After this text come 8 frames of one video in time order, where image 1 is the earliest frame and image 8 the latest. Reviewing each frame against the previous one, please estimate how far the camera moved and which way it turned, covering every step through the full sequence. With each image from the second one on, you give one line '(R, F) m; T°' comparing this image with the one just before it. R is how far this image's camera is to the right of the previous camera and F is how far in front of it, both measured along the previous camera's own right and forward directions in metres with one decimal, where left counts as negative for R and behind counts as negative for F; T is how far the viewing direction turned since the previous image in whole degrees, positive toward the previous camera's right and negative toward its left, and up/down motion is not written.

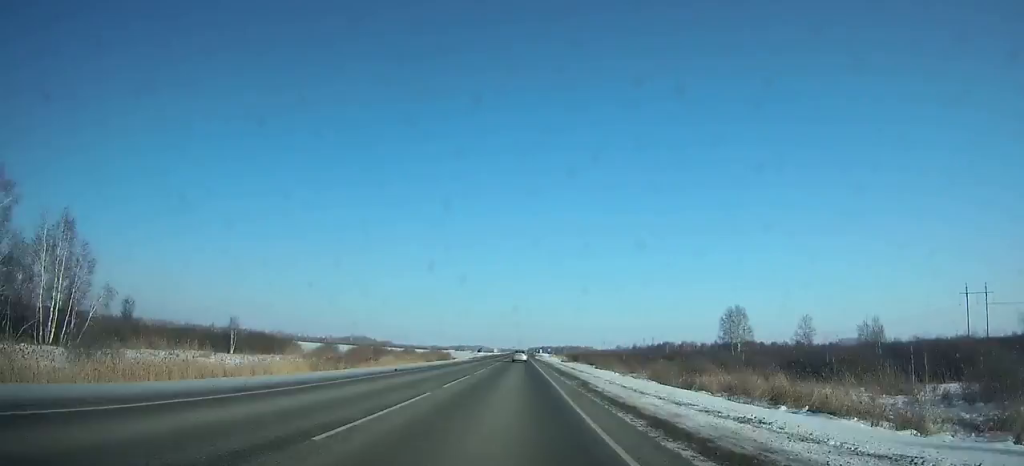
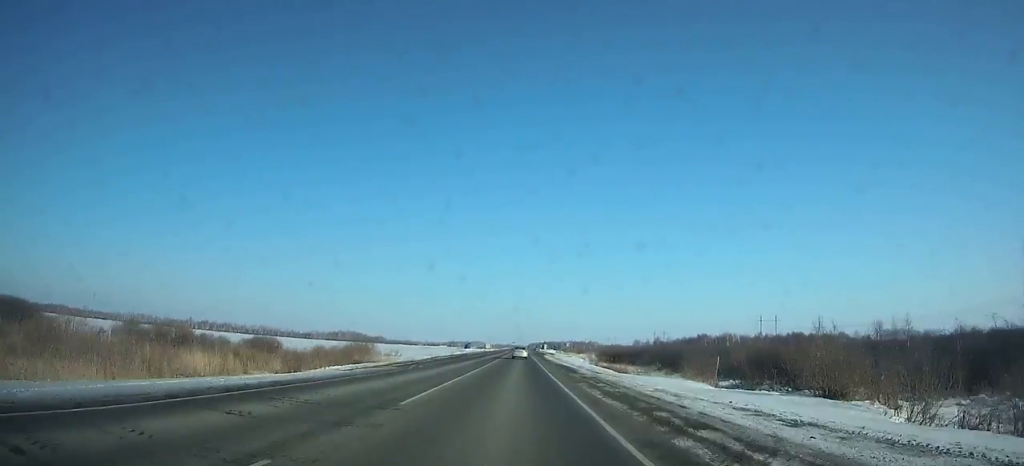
(-0.1, +69.4) m; 0°
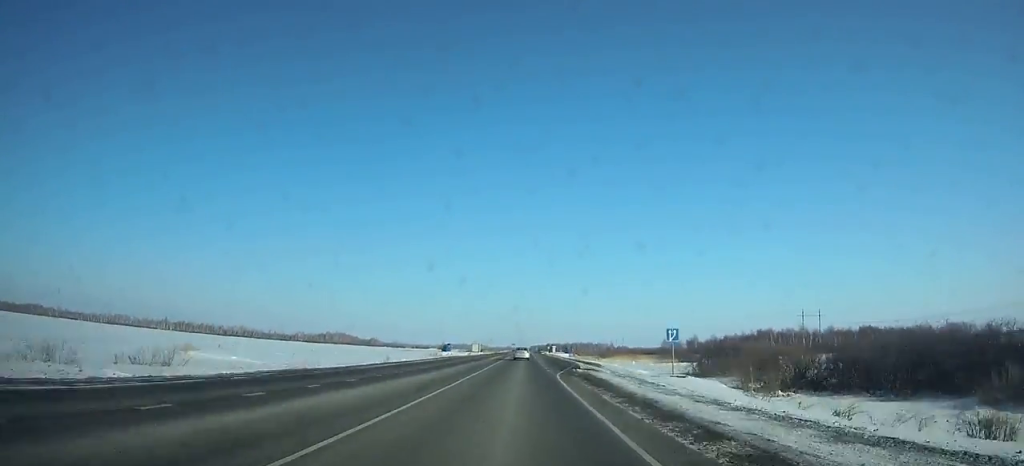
(-0.2, +71.3) m; 0°
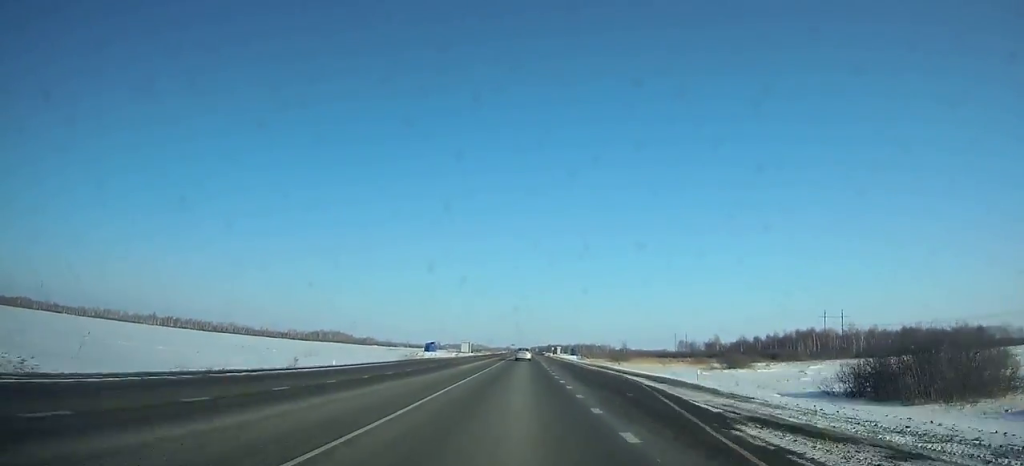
(0.0, +30.2) m; 0°
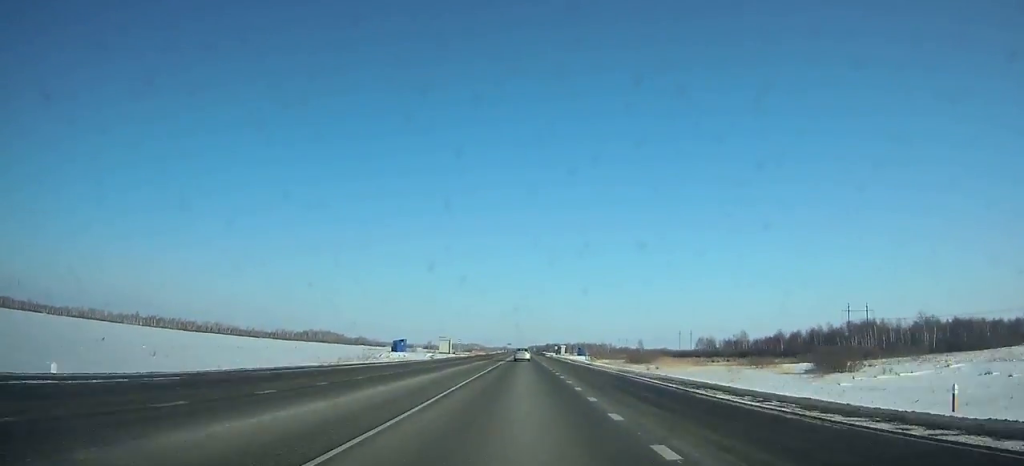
(0.0, +32.6) m; 0°
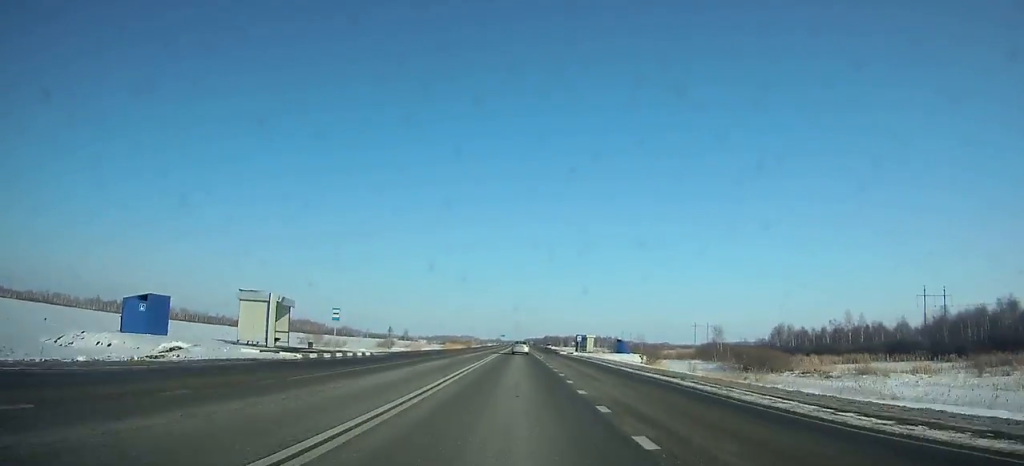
(+0.2, +73.9) m; 0°
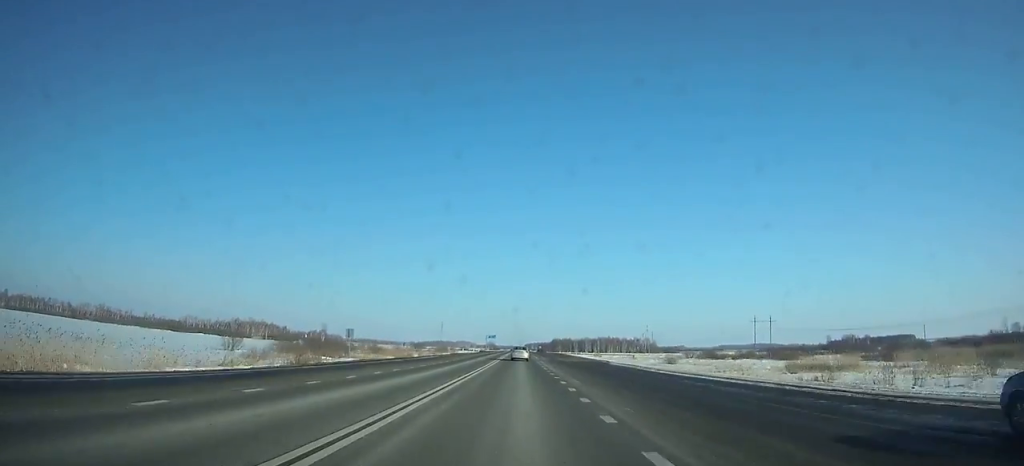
(+0.3, +152.2) m; 0°
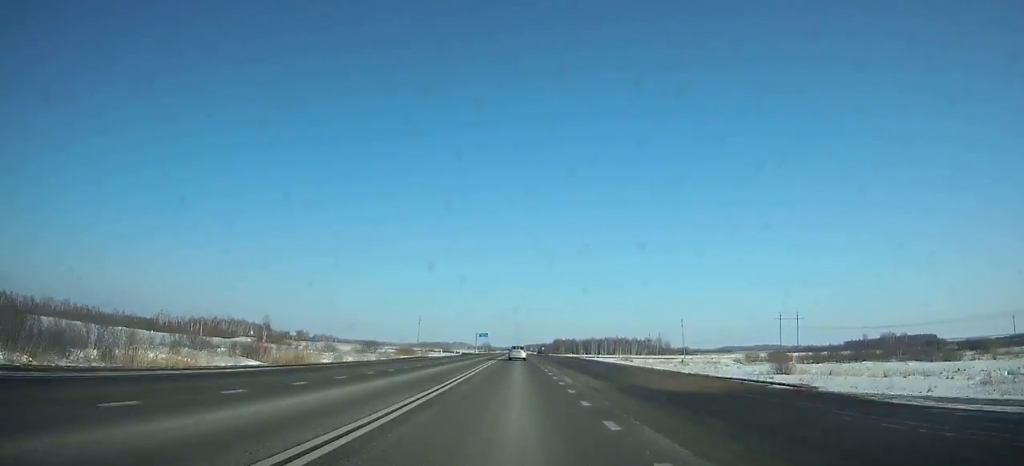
(0.0, +48.9) m; 0°
